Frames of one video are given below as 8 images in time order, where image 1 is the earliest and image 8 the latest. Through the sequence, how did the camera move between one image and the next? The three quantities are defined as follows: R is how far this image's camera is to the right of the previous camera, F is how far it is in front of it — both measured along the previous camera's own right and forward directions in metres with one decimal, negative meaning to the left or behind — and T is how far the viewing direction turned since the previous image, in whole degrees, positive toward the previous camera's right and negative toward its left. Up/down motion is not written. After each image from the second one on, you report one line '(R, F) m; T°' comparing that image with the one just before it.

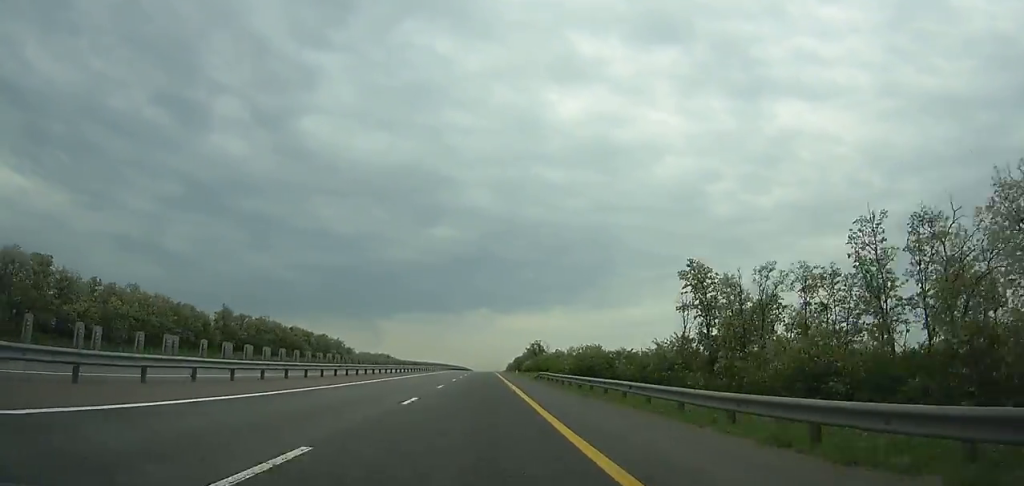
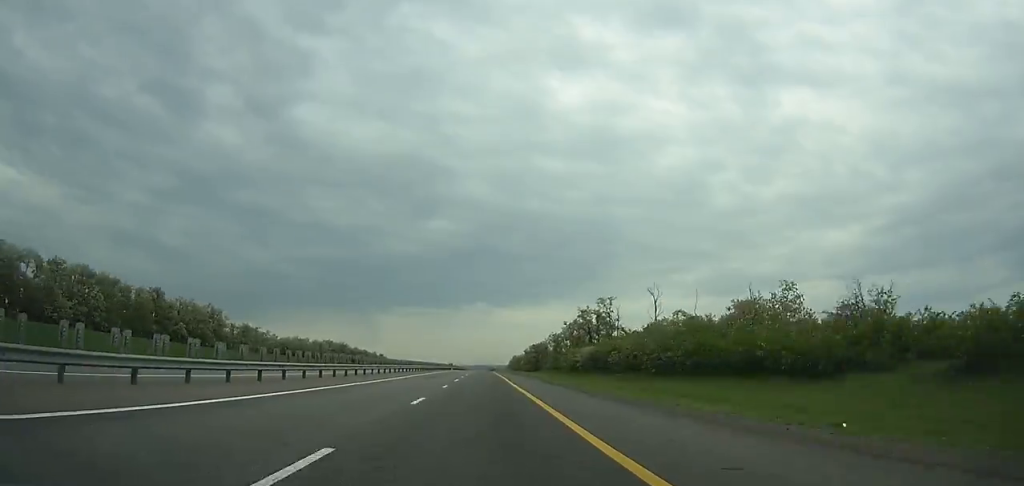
(+0.2, +145.0) m; 0°
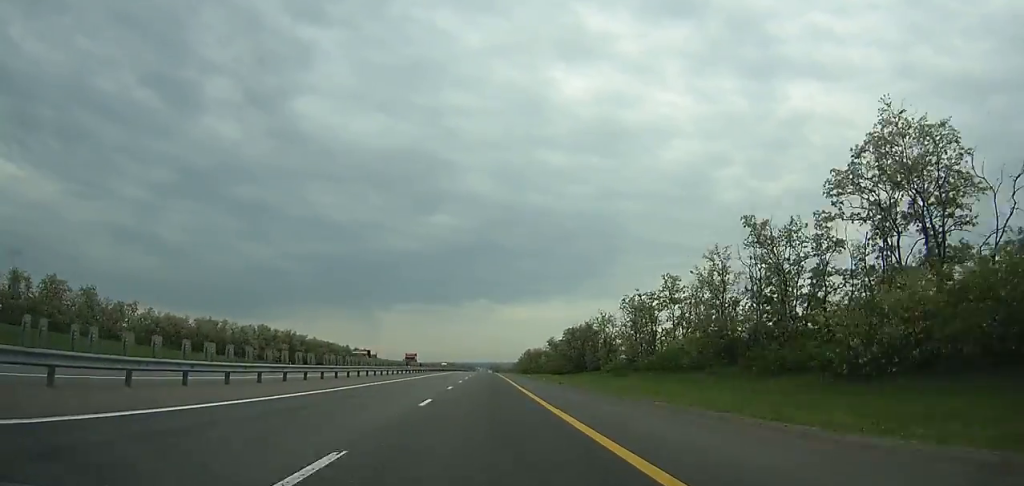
(0.0, +98.0) m; 0°
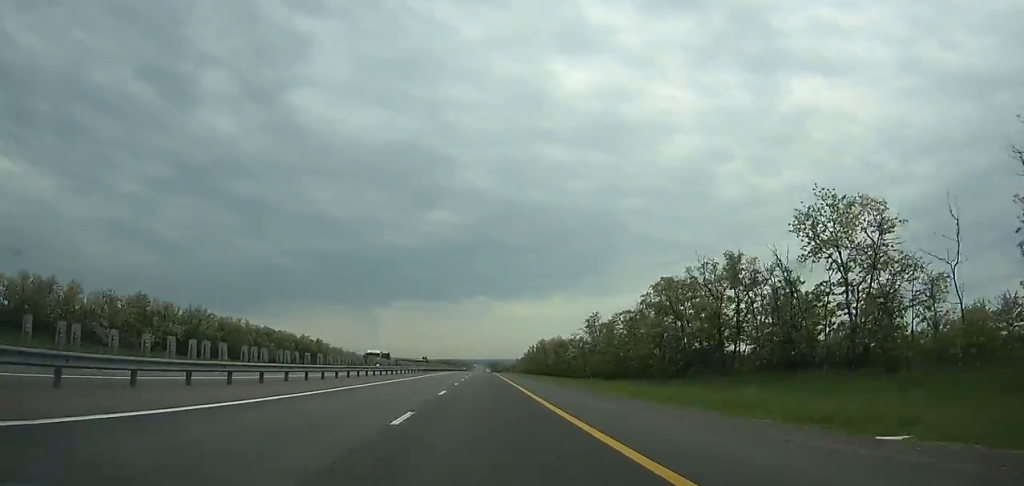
(+0.1, +78.0) m; 0°
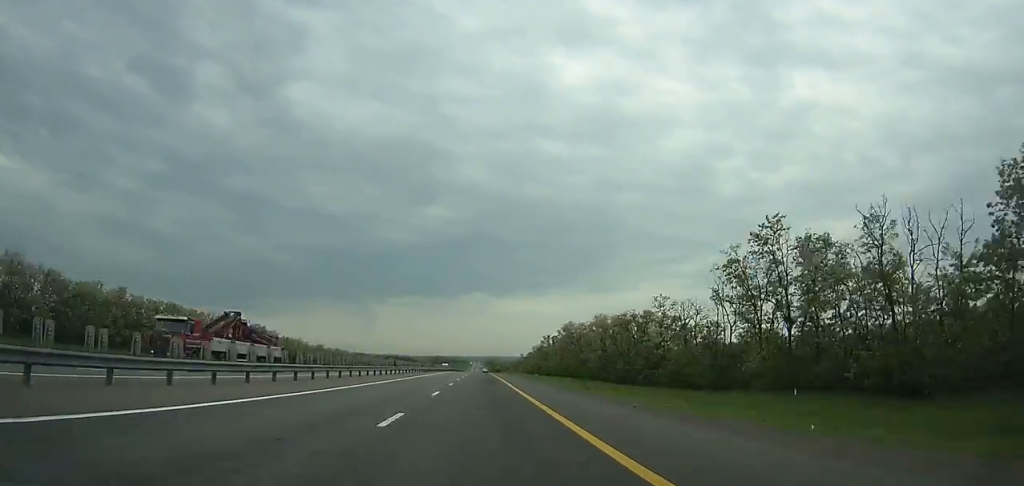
(+0.1, +72.4) m; 0°
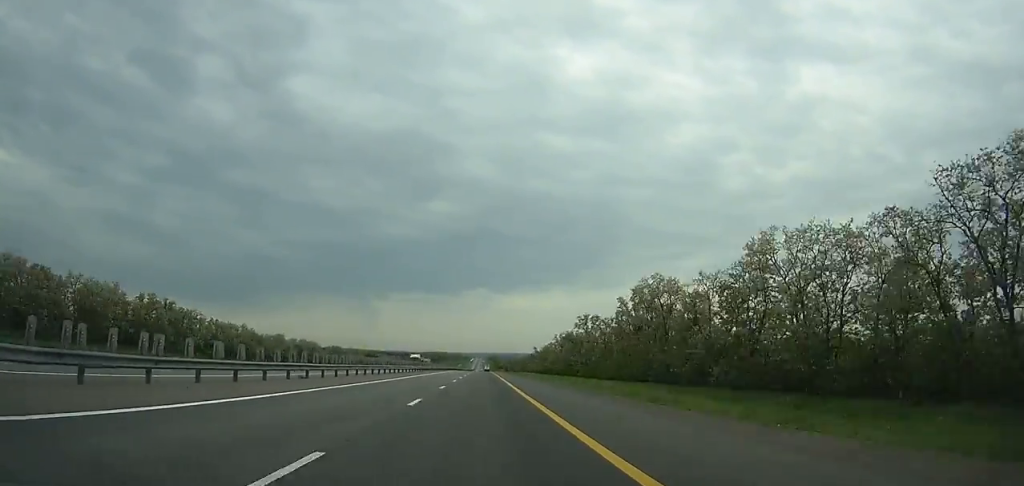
(0.0, +66.9) m; 0°
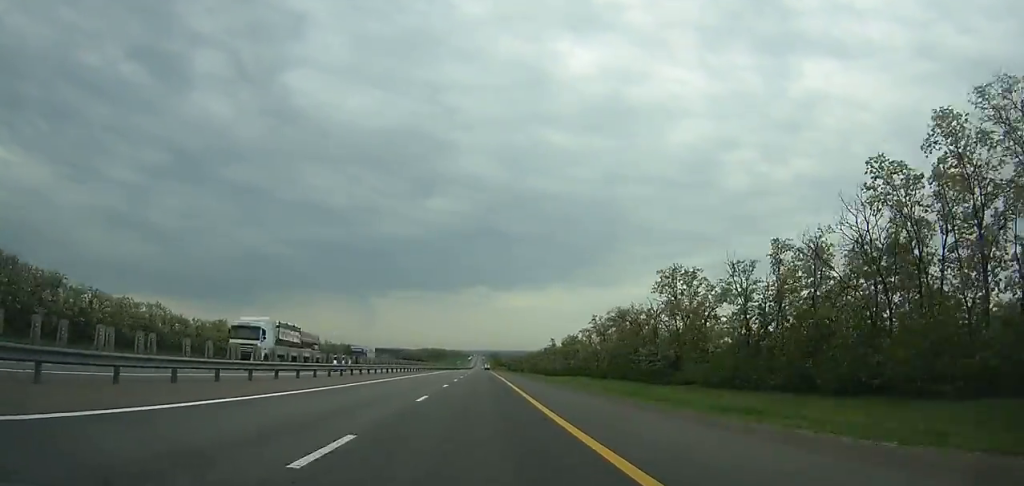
(0.0, +58.5) m; 0°
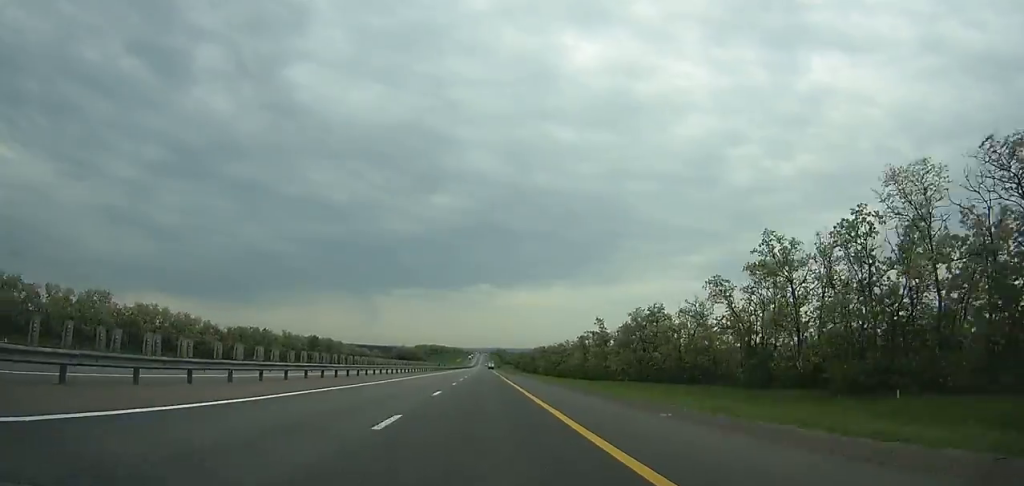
(-0.1, +67.4) m; 0°
